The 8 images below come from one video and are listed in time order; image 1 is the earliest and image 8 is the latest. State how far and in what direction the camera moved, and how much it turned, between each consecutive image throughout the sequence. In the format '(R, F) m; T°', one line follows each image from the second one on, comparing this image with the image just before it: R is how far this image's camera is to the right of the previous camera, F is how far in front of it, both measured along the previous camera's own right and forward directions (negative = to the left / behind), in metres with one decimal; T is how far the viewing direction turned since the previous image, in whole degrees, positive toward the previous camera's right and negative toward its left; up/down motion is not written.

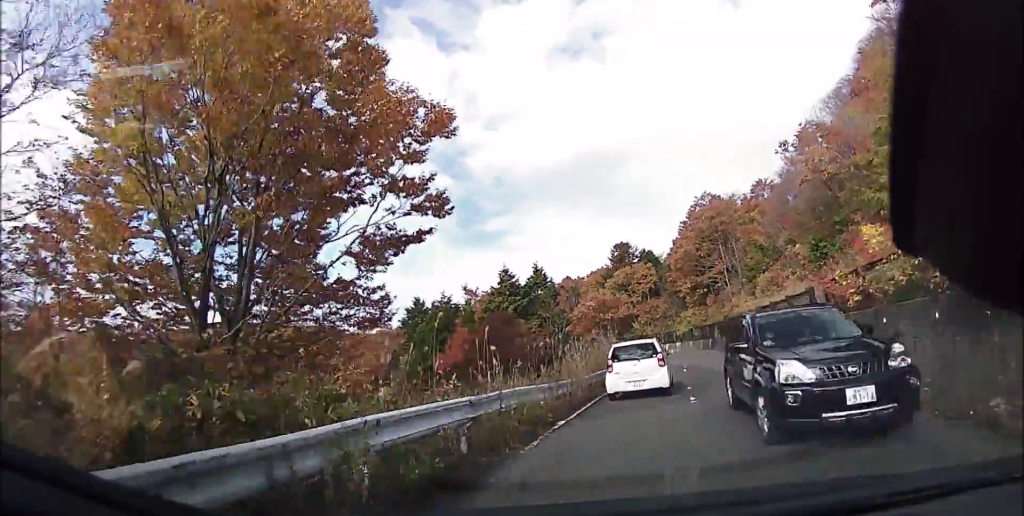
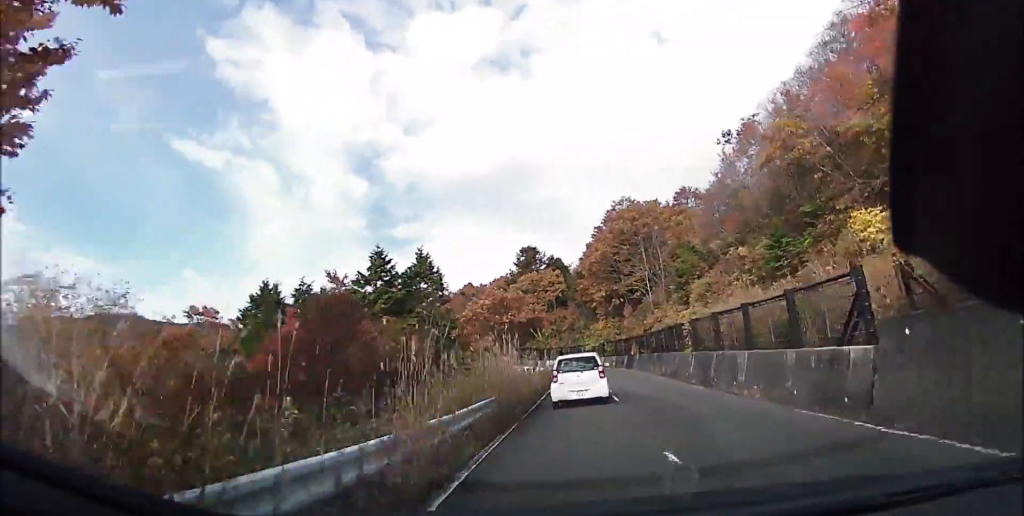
(+0.6, +6.2) m; +9°
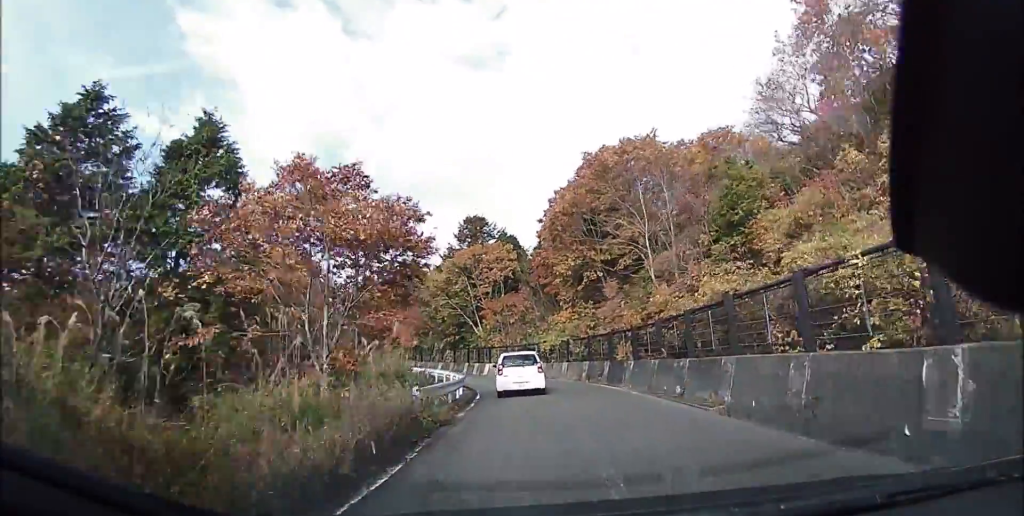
(+1.9, +14.0) m; +7°
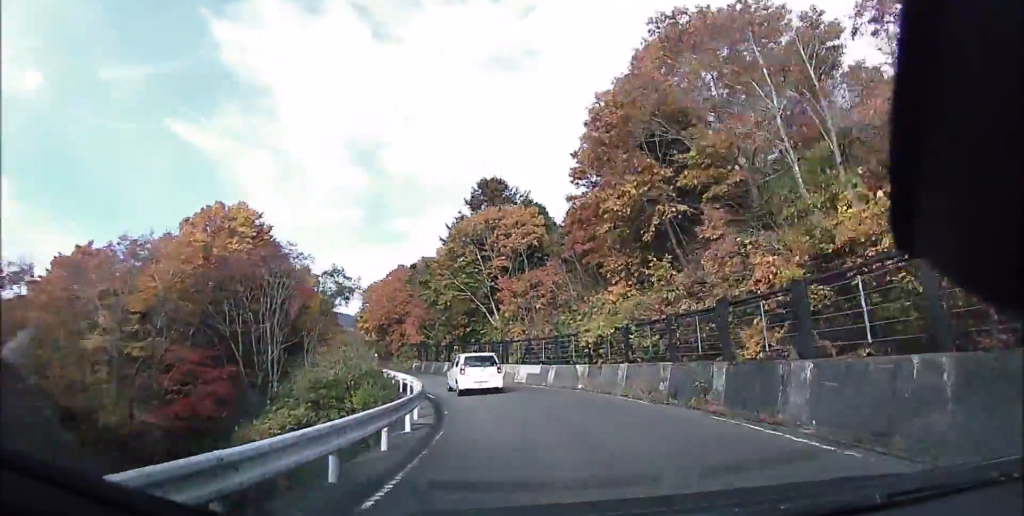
(0.0, +11.0) m; -5°
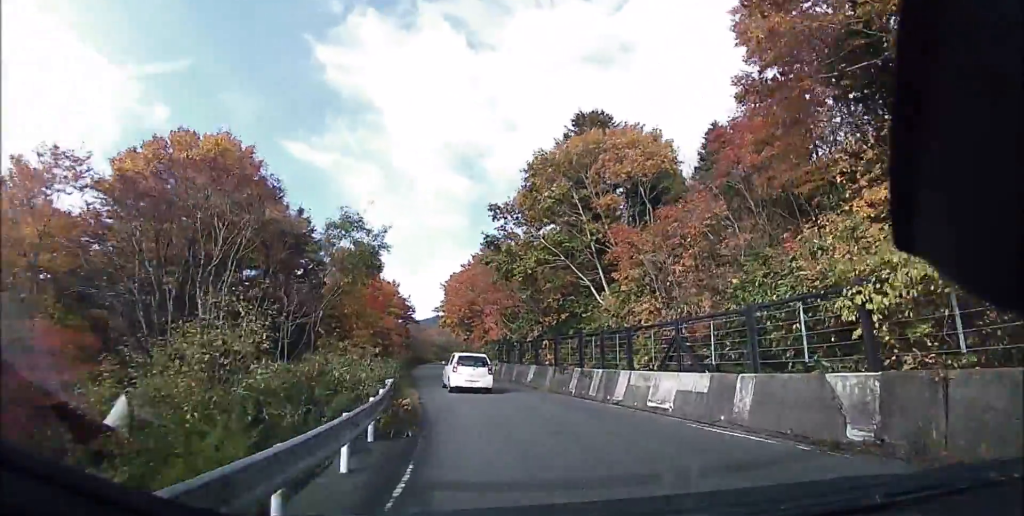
(-0.6, +12.3) m; -10°
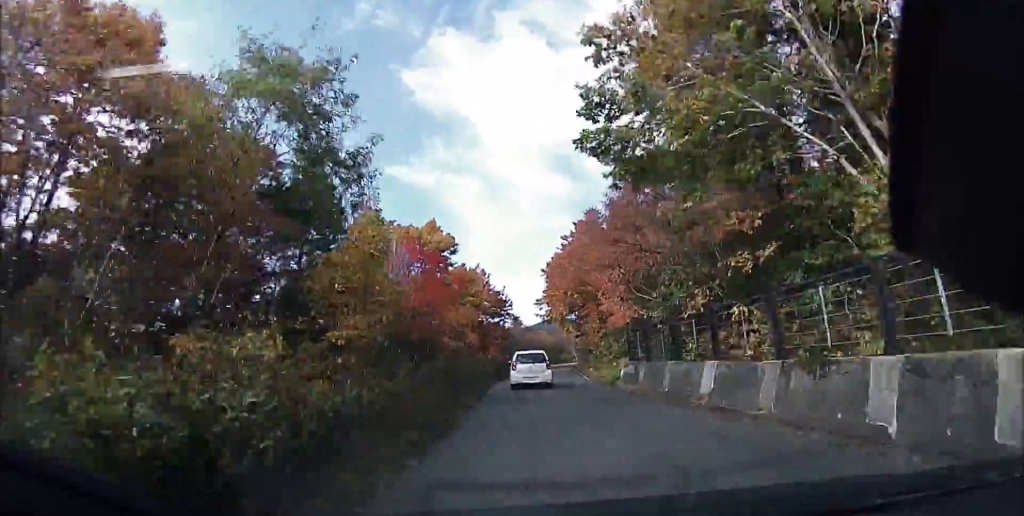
(-1.1, +11.8) m; -11°
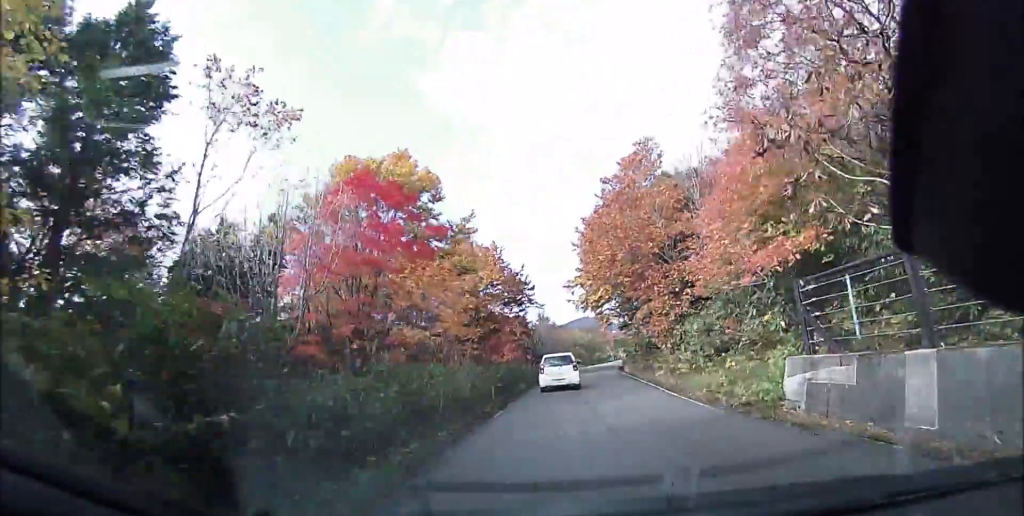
(-1.3, +11.9) m; -8°
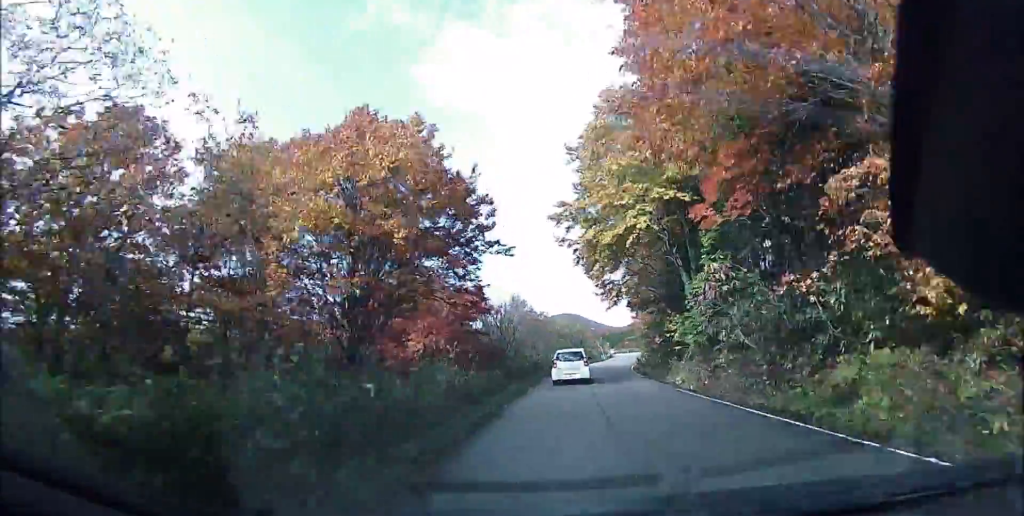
(-1.3, +17.7) m; -3°
